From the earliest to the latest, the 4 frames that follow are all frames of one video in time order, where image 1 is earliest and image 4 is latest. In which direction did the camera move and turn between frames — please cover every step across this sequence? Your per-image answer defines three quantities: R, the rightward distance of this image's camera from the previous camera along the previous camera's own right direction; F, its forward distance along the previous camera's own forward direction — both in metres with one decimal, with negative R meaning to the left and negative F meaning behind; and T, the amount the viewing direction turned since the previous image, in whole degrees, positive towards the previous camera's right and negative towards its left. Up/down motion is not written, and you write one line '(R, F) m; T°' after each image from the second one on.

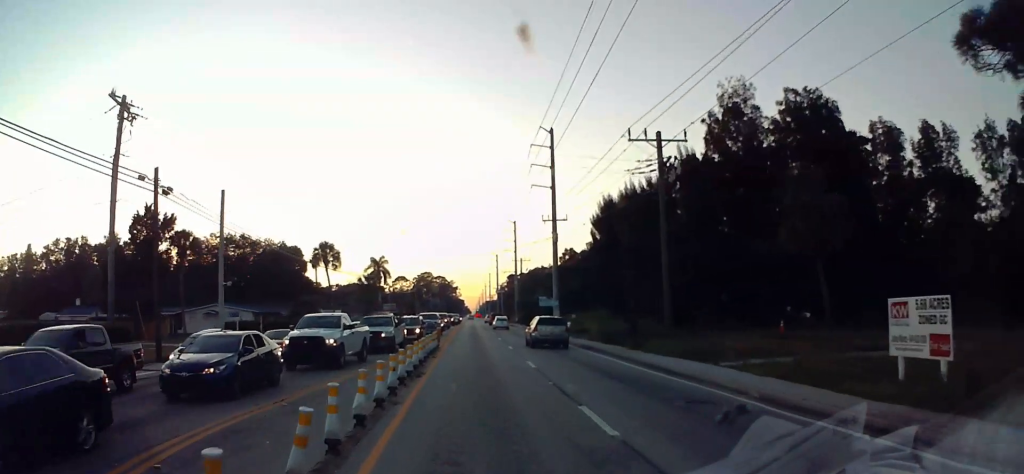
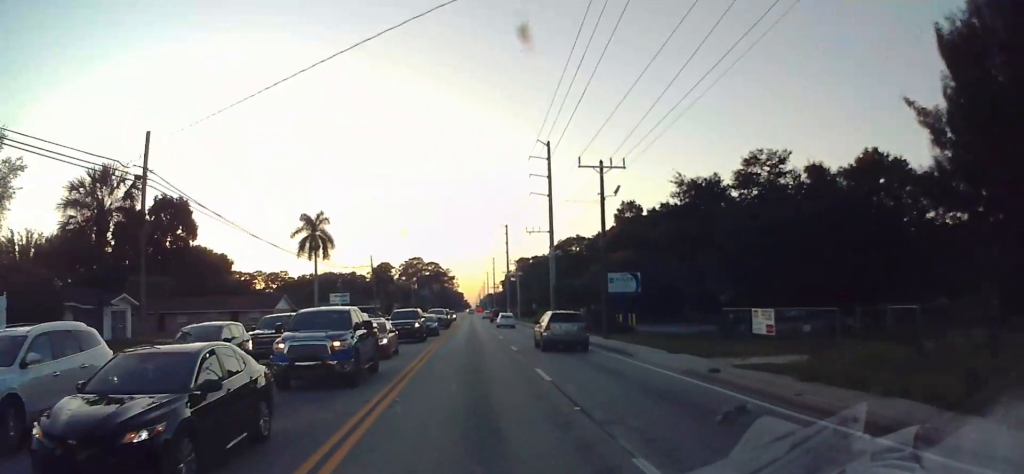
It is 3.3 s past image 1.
(0.0, +58.2) m; 0°
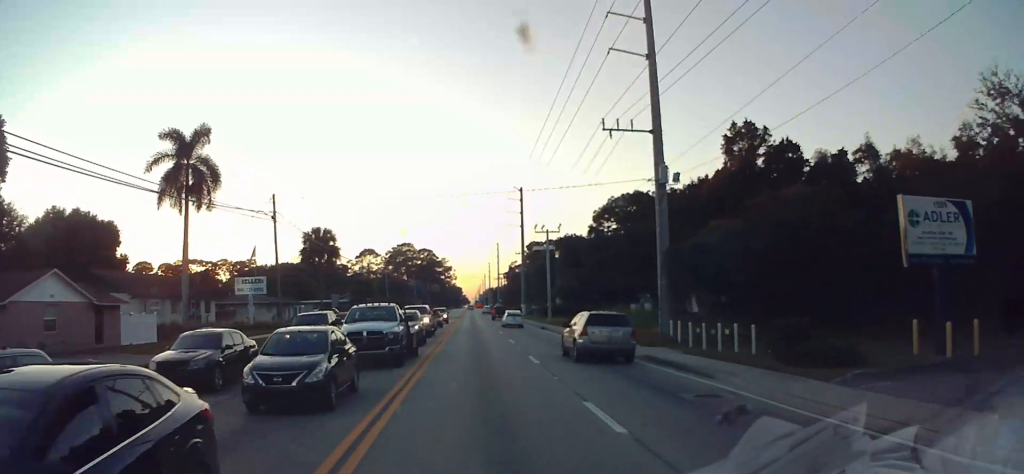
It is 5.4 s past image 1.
(0.0, +43.7) m; 0°
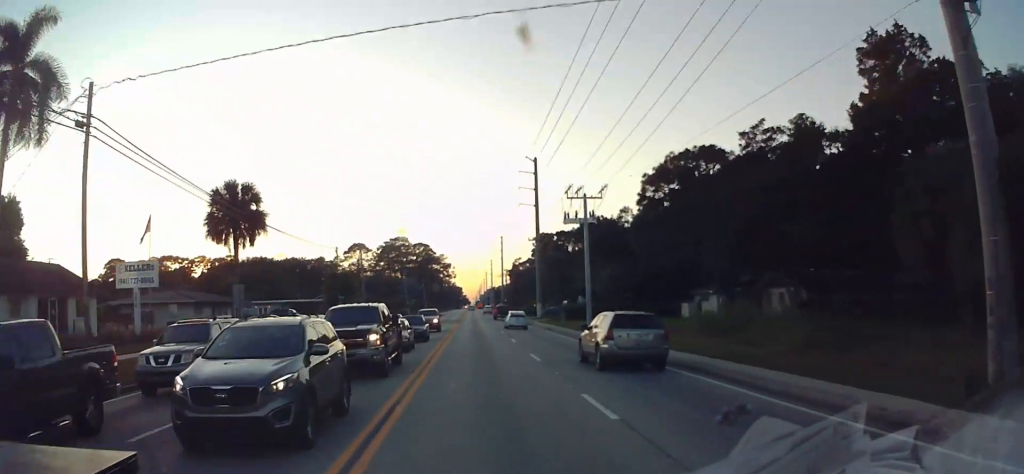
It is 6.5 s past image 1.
(0.0, +23.4) m; +1°
